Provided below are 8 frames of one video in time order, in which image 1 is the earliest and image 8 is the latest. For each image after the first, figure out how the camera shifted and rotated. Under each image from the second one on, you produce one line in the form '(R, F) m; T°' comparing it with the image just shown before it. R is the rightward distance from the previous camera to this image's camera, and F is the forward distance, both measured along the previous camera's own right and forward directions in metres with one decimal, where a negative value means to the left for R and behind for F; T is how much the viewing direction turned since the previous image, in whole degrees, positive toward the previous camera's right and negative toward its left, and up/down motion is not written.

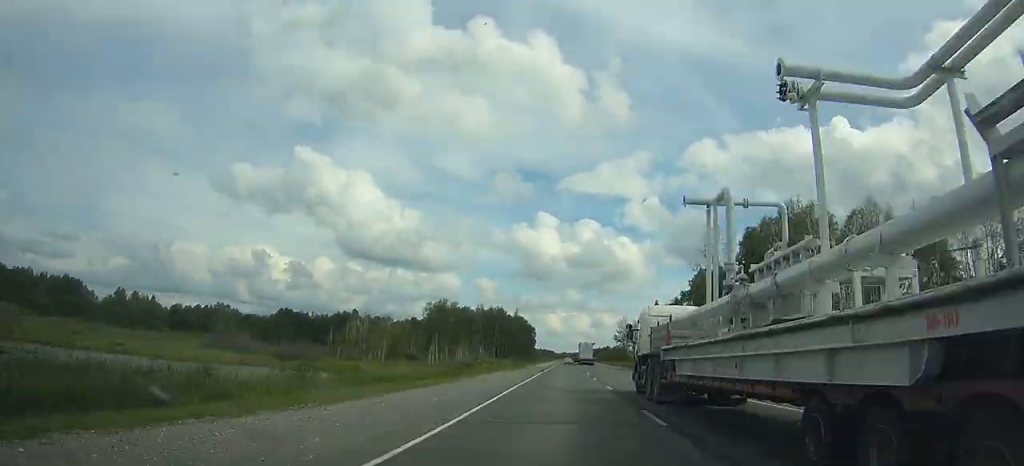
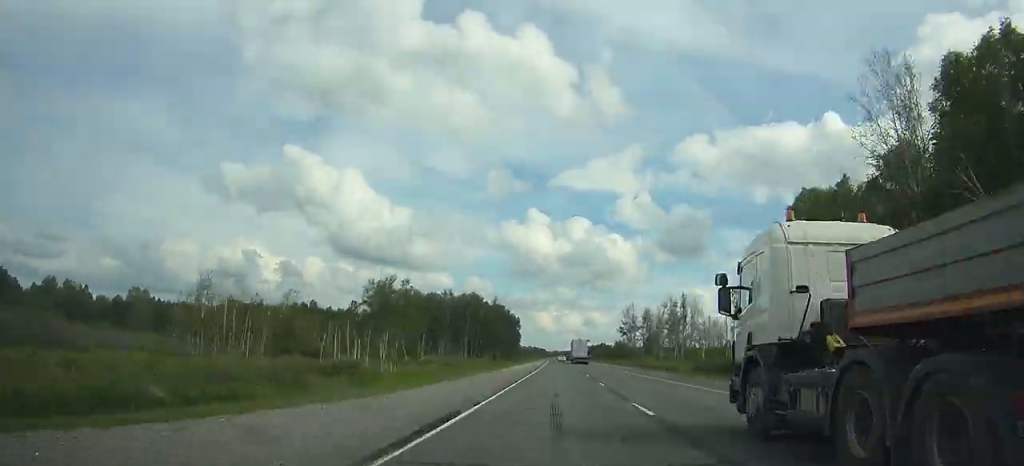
(0.0, +44.0) m; +1°
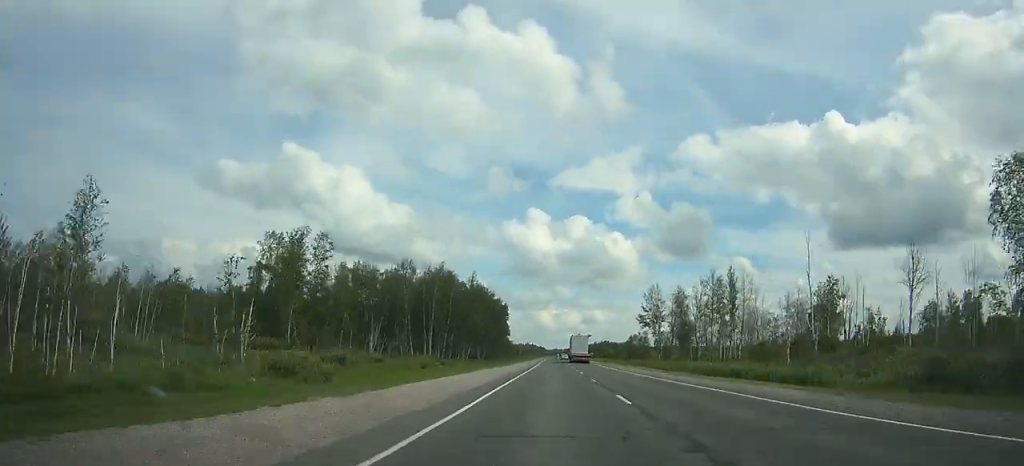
(+0.5, +45.4) m; 0°
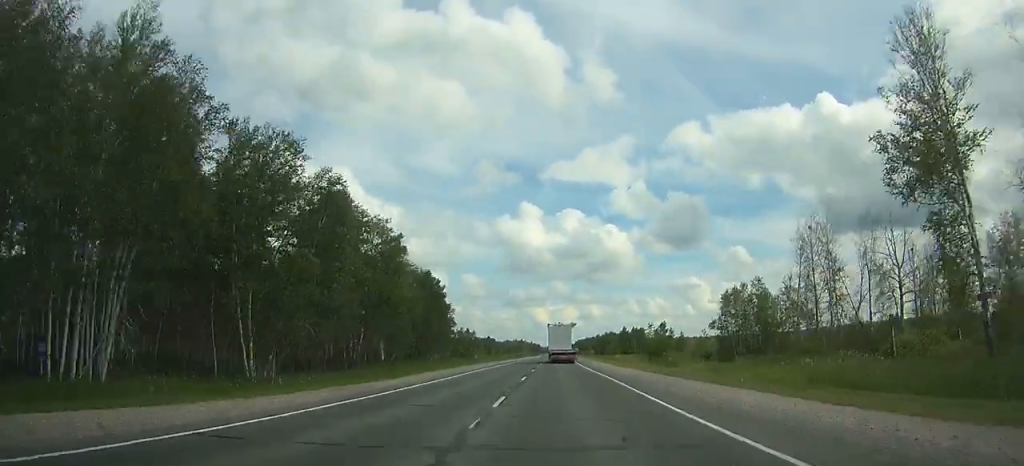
(0.0, +106.7) m; 0°
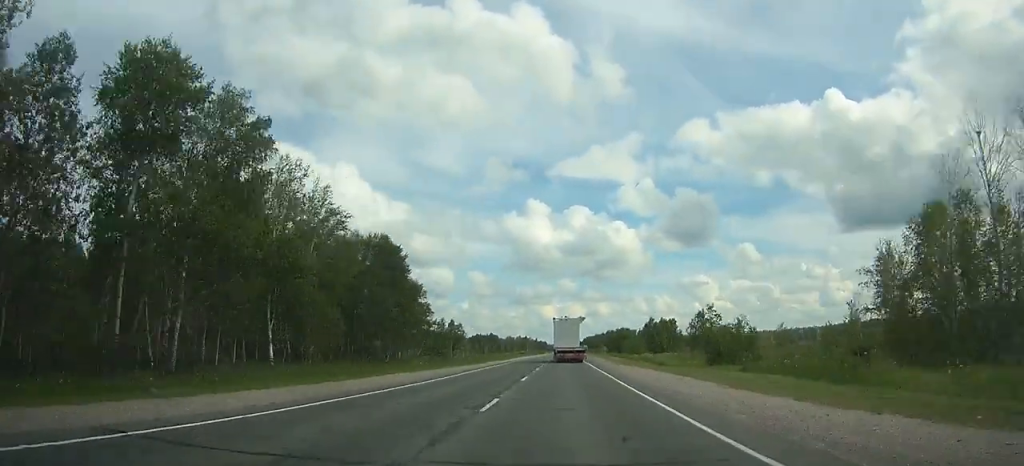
(-0.1, +37.3) m; 0°
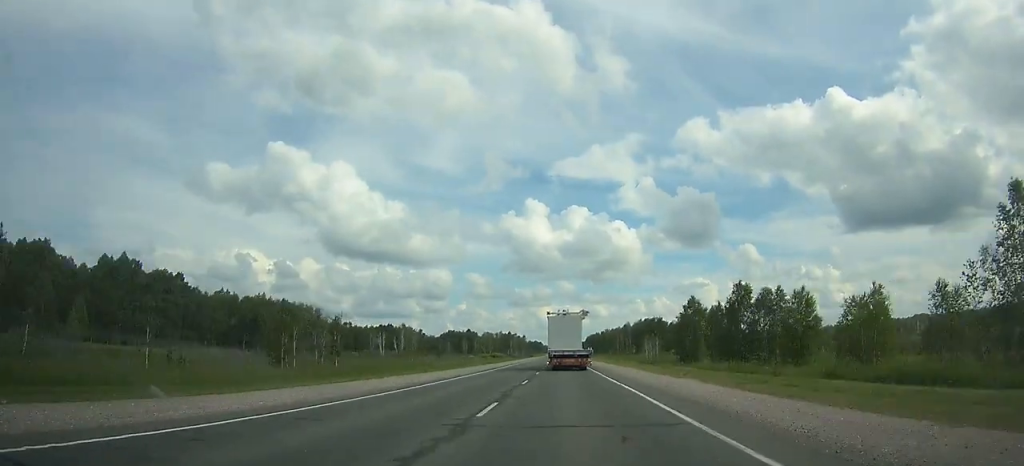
(-0.7, +136.5) m; -1°
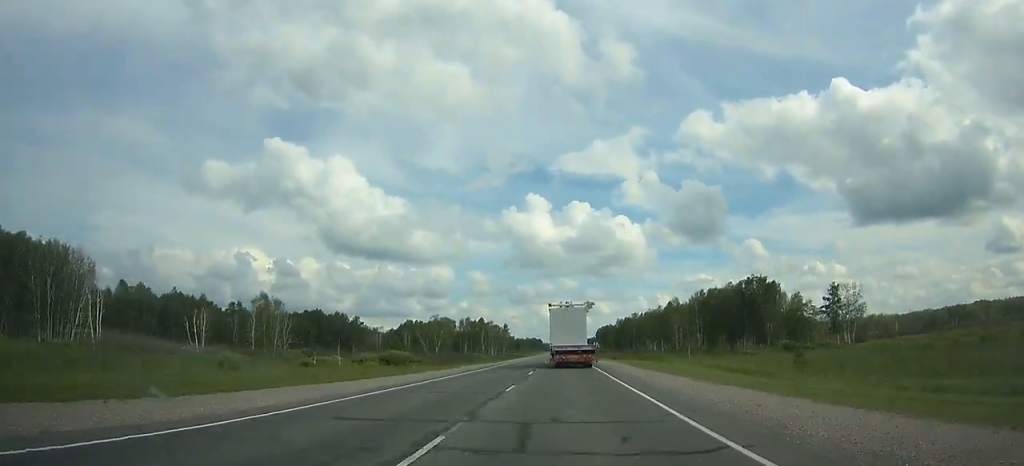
(-0.1, +128.5) m; 0°
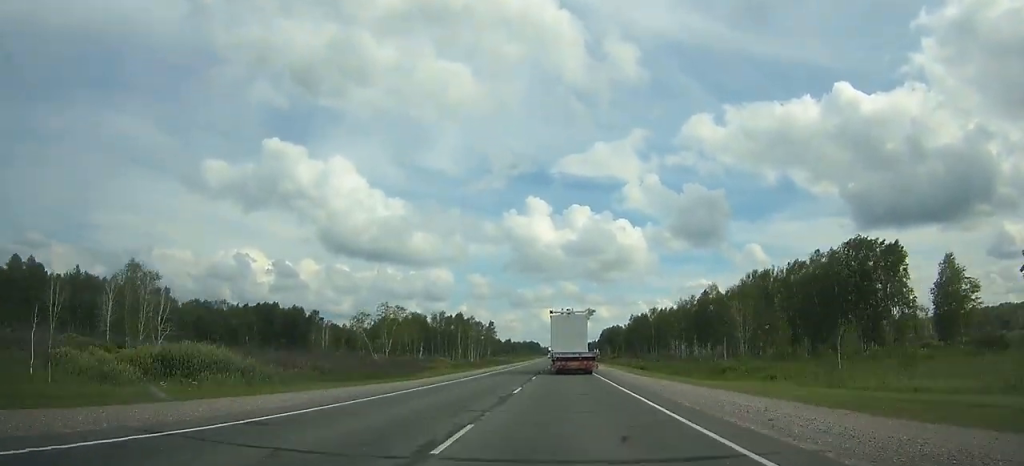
(0.0, +46.4) m; 0°
